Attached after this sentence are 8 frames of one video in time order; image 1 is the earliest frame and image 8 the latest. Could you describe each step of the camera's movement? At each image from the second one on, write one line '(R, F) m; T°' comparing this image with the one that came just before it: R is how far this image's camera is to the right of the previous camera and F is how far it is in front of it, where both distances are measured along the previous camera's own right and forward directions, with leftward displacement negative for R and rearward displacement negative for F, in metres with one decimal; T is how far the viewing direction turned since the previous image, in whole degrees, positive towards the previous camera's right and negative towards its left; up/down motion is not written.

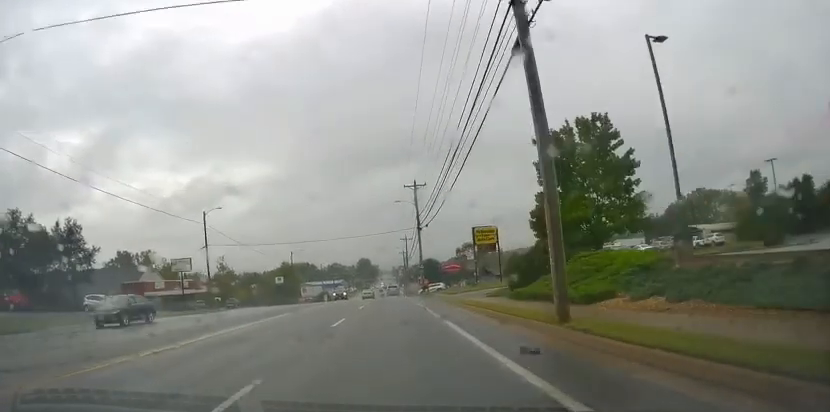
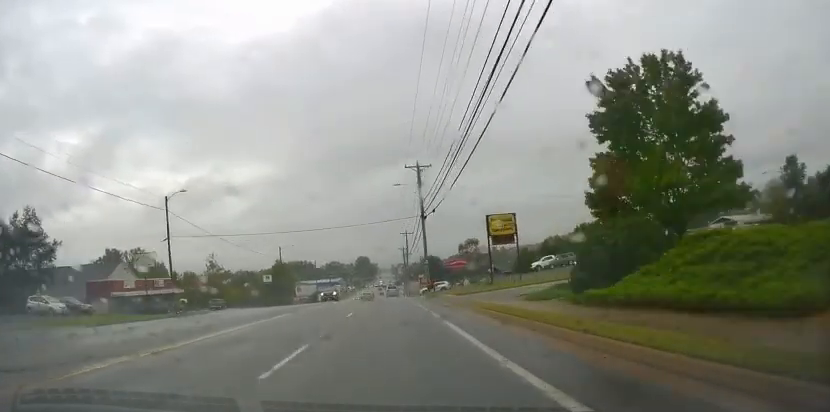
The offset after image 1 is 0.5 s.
(-0.1, +8.6) m; +1°
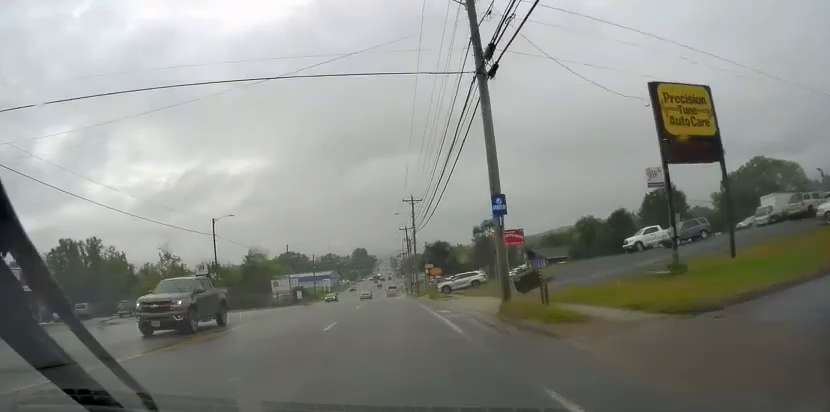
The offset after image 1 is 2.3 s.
(+1.1, +31.8) m; +2°
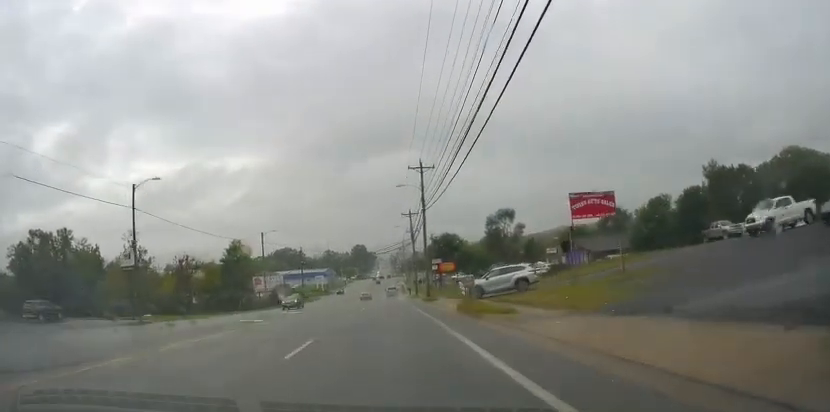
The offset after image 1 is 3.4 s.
(-0.2, +19.7) m; -2°
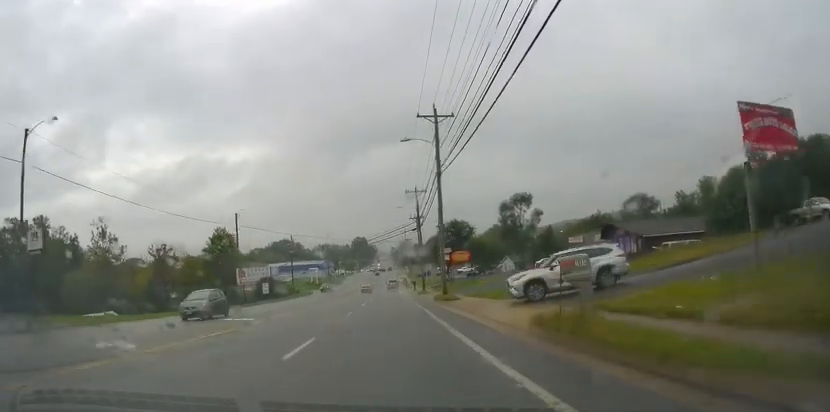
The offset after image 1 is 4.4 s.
(-0.3, +14.5) m; +1°
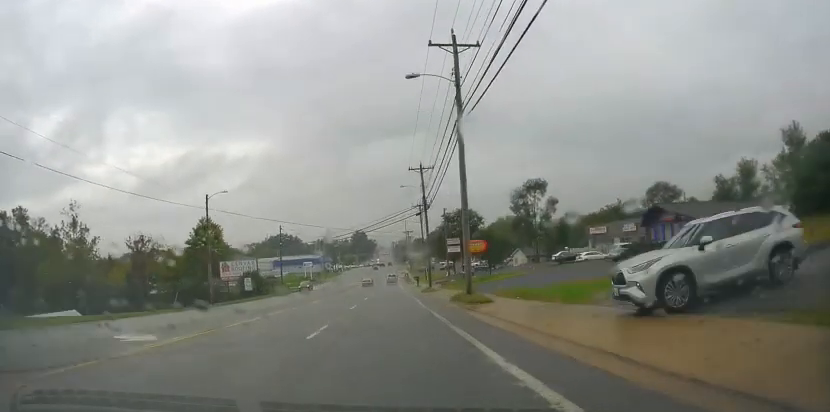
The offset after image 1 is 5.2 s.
(+0.3, +11.7) m; 0°
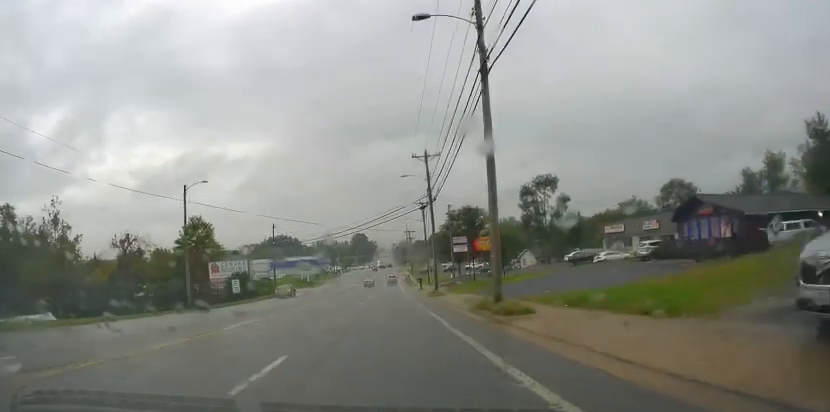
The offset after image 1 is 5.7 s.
(+0.1, +7.2) m; 0°
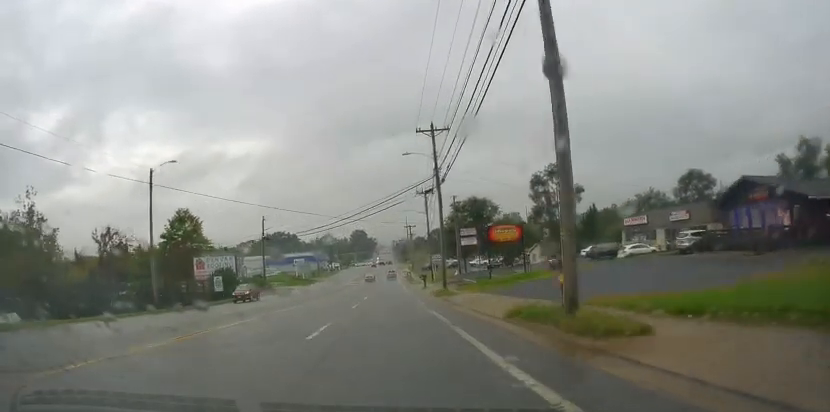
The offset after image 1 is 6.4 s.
(-0.4, +8.8) m; -1°
